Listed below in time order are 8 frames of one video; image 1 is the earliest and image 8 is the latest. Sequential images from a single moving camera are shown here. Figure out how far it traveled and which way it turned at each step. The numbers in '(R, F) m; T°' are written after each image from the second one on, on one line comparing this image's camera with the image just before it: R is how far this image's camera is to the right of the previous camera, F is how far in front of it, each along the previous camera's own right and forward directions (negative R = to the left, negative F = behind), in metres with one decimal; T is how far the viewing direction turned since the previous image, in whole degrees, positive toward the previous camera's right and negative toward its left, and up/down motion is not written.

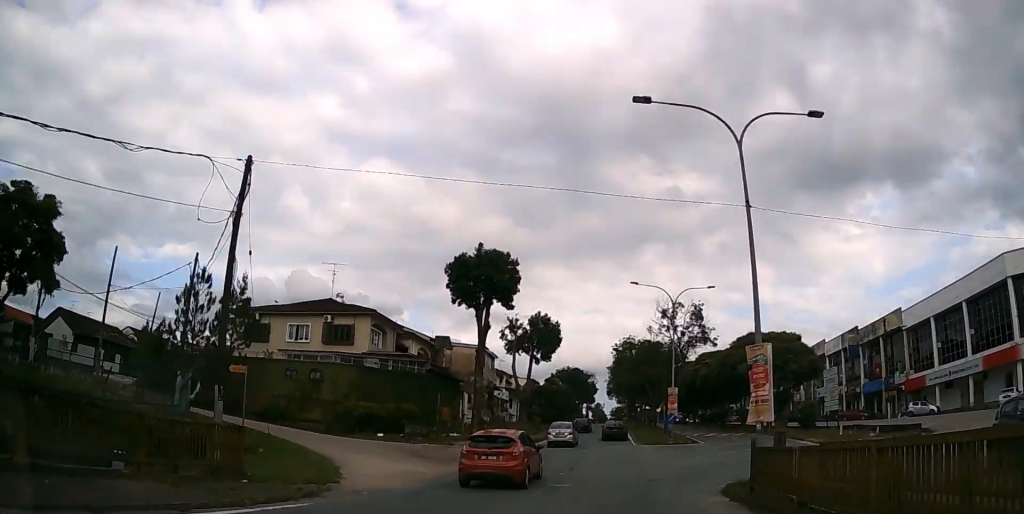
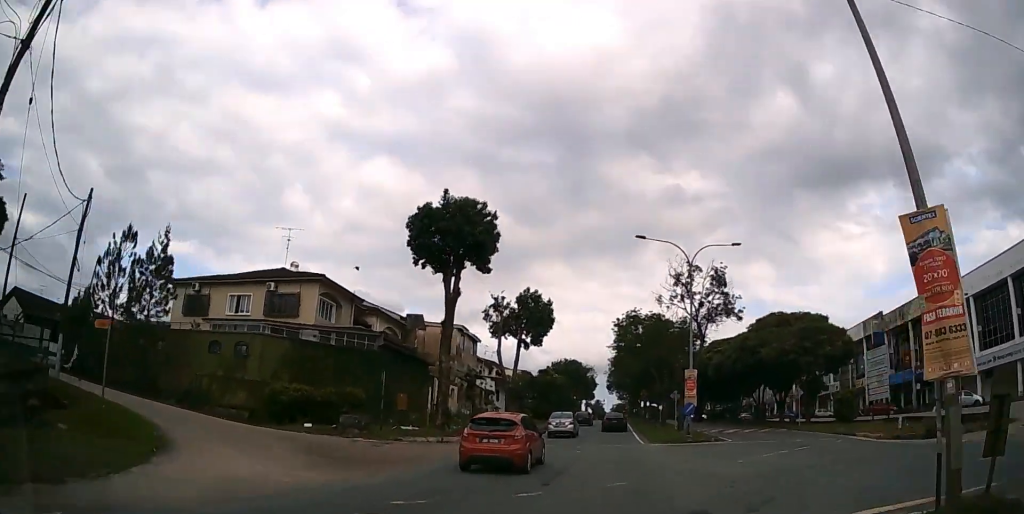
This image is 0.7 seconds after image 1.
(-0.1, +8.0) m; 0°
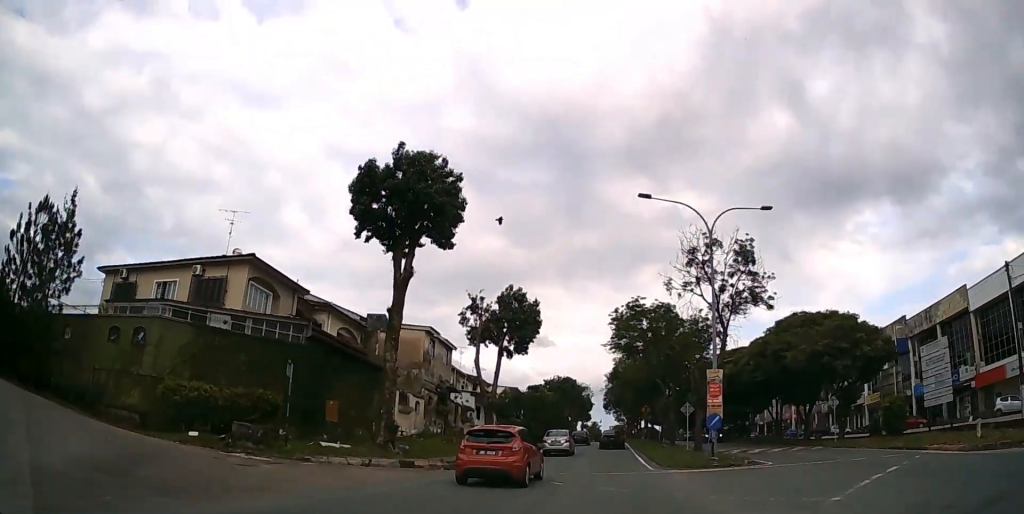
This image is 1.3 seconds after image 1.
(0.0, +7.6) m; 0°
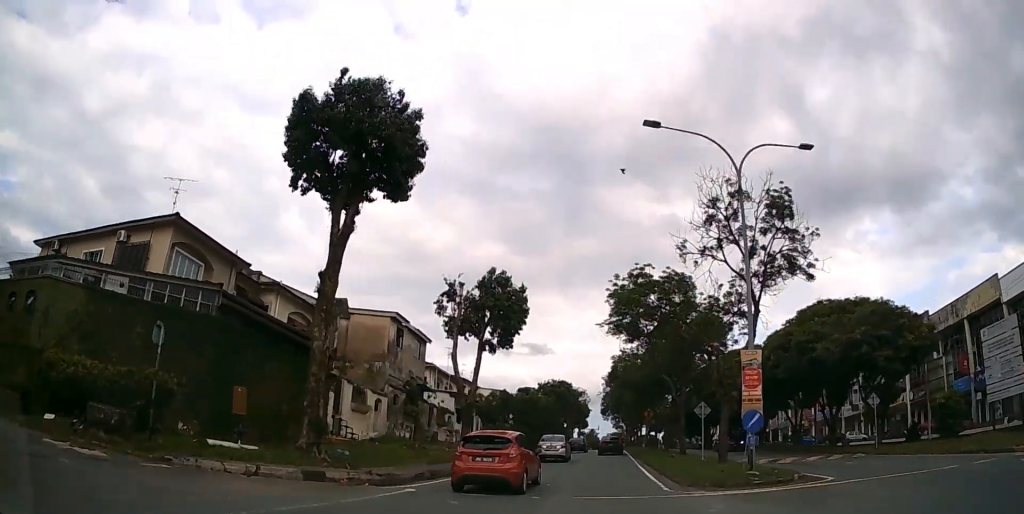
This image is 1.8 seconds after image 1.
(0.0, +5.5) m; 0°
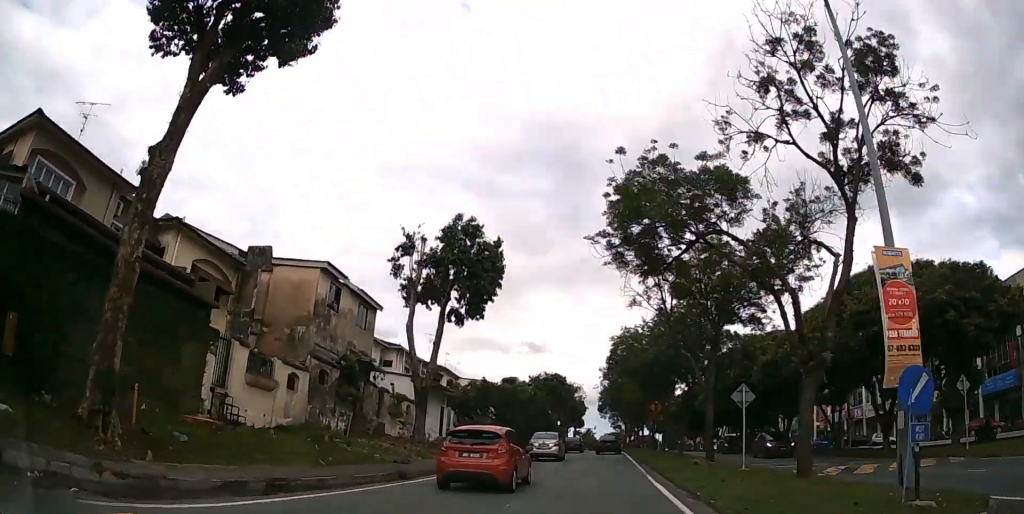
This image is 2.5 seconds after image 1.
(0.0, +8.5) m; 0°
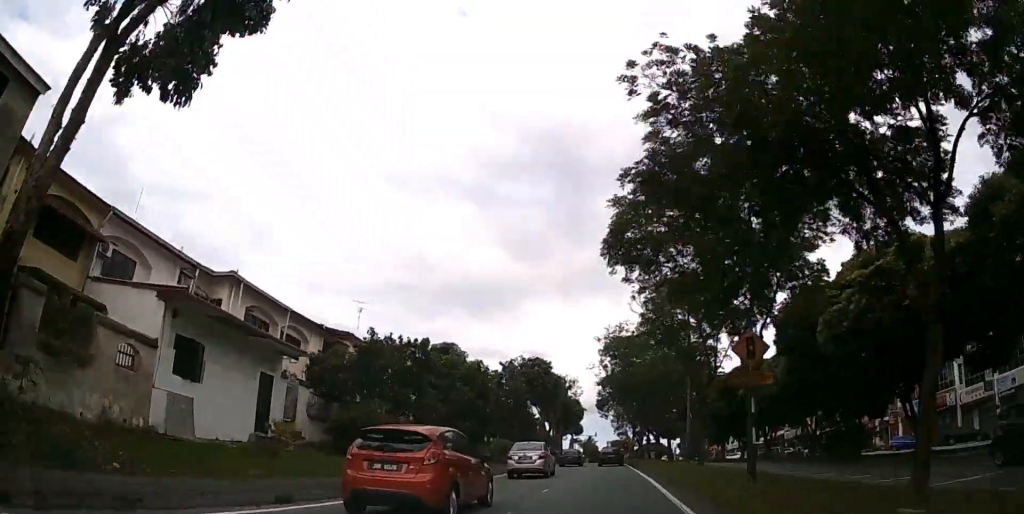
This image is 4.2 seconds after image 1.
(0.0, +22.6) m; 0°
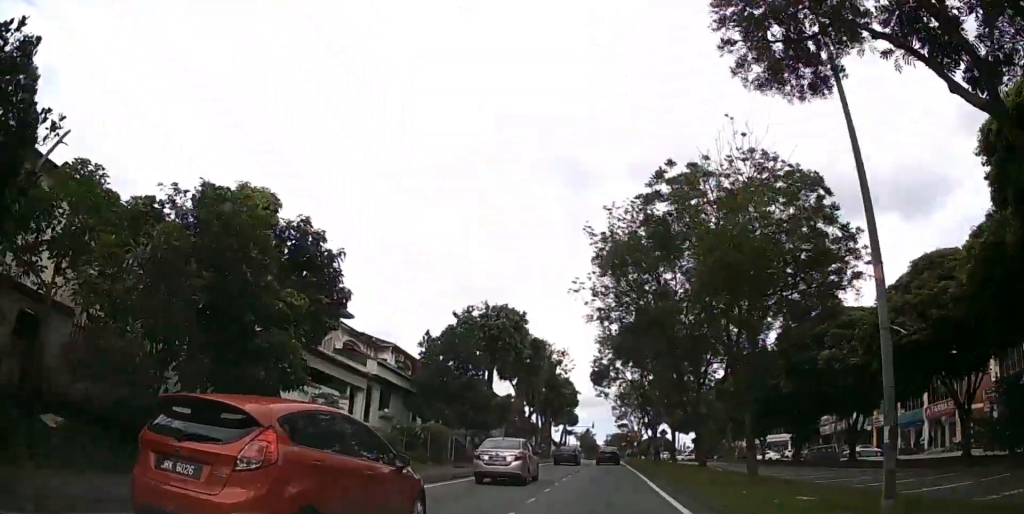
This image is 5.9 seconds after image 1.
(+0.2, +19.6) m; 0°
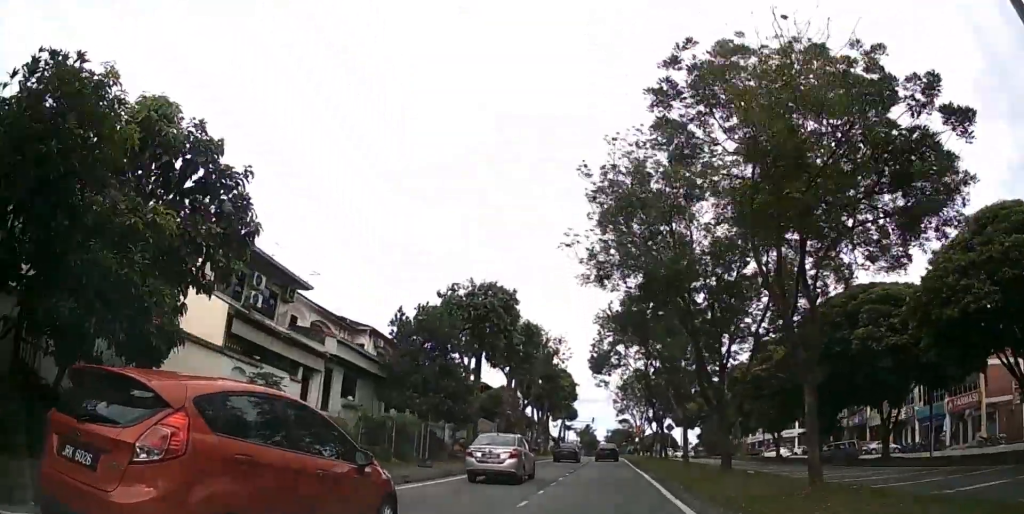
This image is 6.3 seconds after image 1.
(0.0, +4.6) m; 0°
